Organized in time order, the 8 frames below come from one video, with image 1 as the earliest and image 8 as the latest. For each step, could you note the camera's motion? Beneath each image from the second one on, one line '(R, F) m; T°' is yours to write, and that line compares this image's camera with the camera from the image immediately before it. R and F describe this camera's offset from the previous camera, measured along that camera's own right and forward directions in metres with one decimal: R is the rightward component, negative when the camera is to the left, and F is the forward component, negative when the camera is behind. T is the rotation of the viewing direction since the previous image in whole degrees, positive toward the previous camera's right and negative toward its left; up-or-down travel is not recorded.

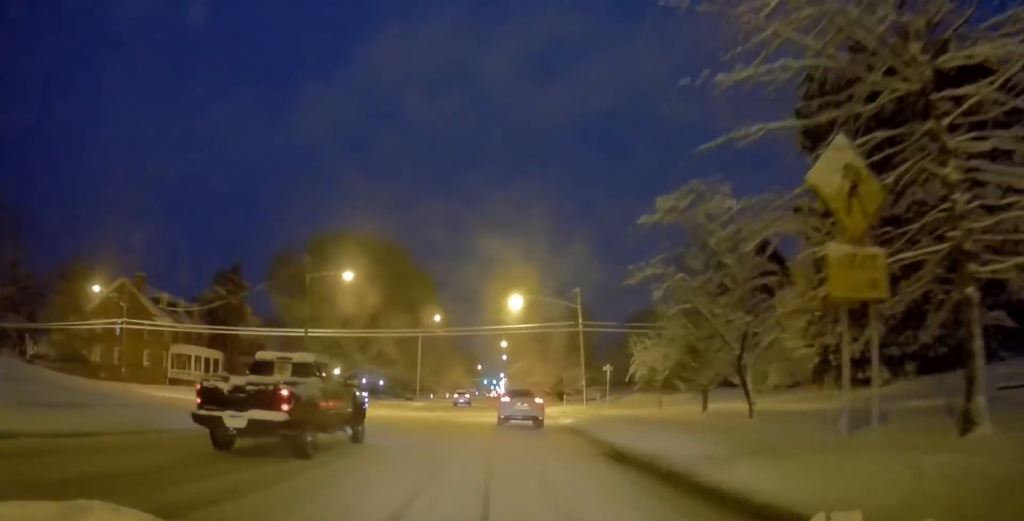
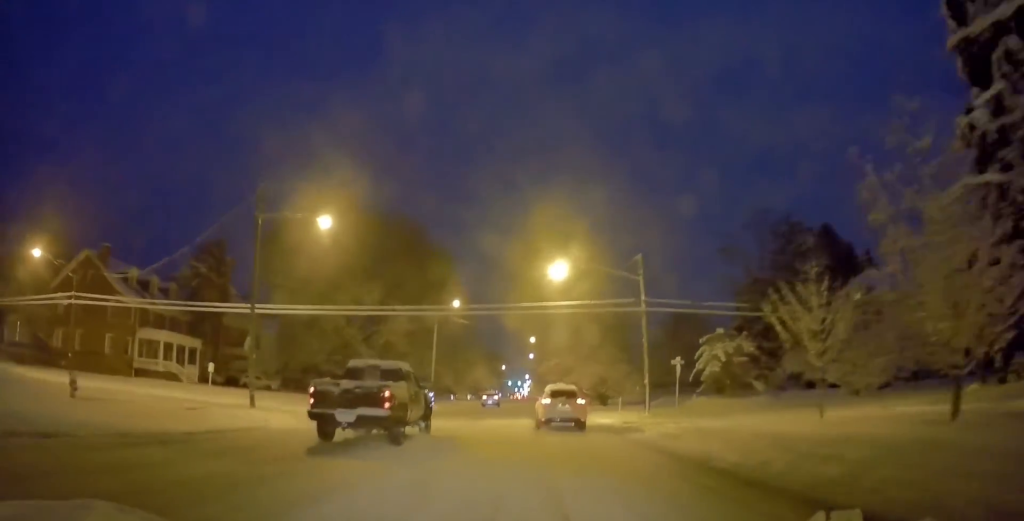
(0.0, +11.2) m; -2°
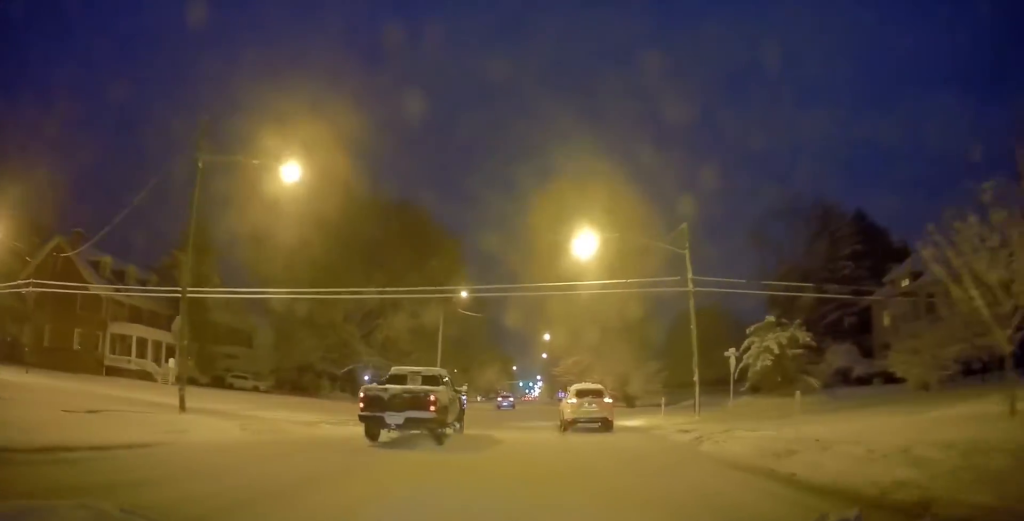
(-0.2, +6.3) m; -1°
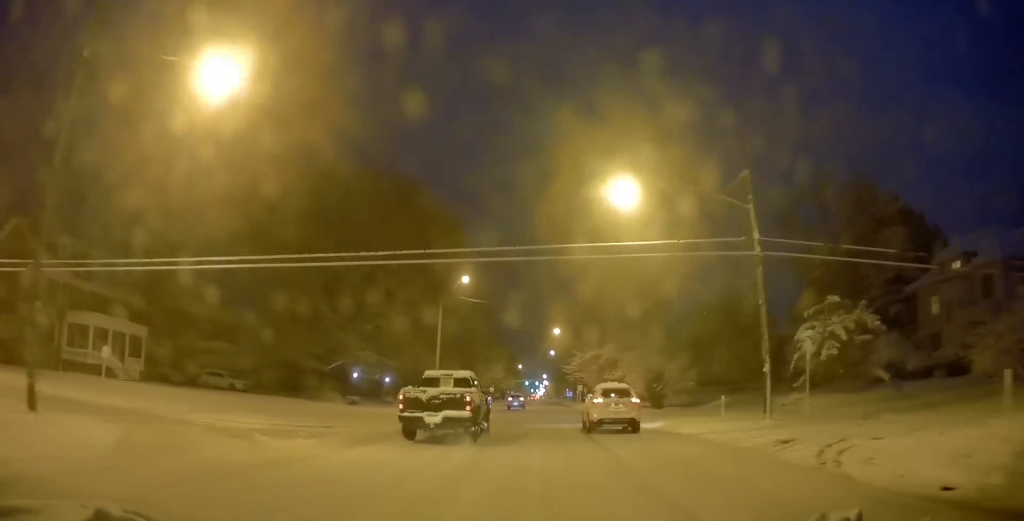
(-0.3, +6.4) m; -1°
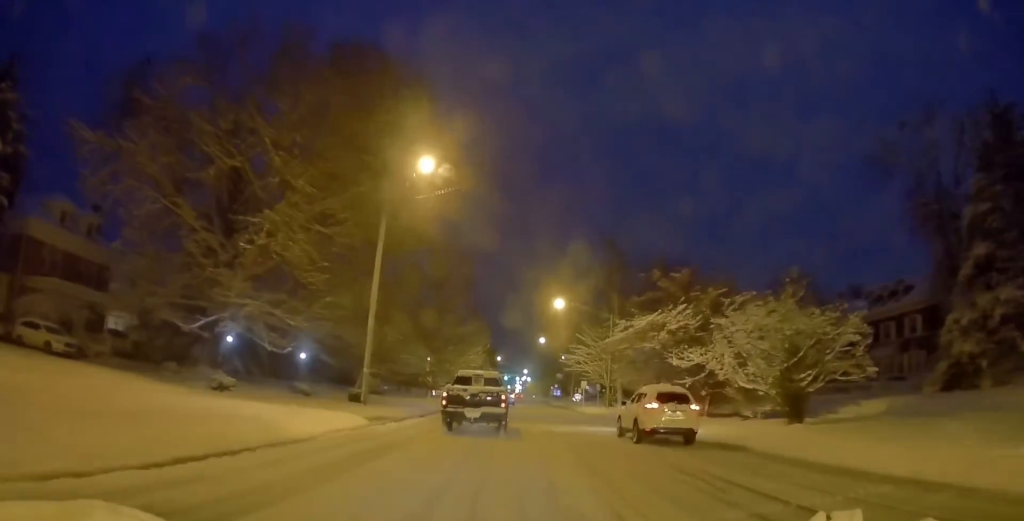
(+0.5, +21.6) m; +1°
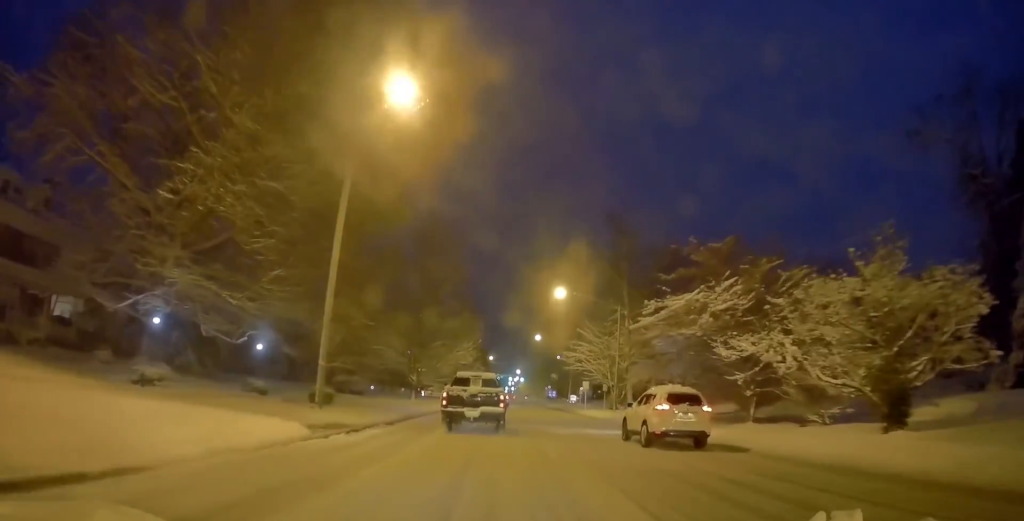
(-0.1, +6.5) m; 0°
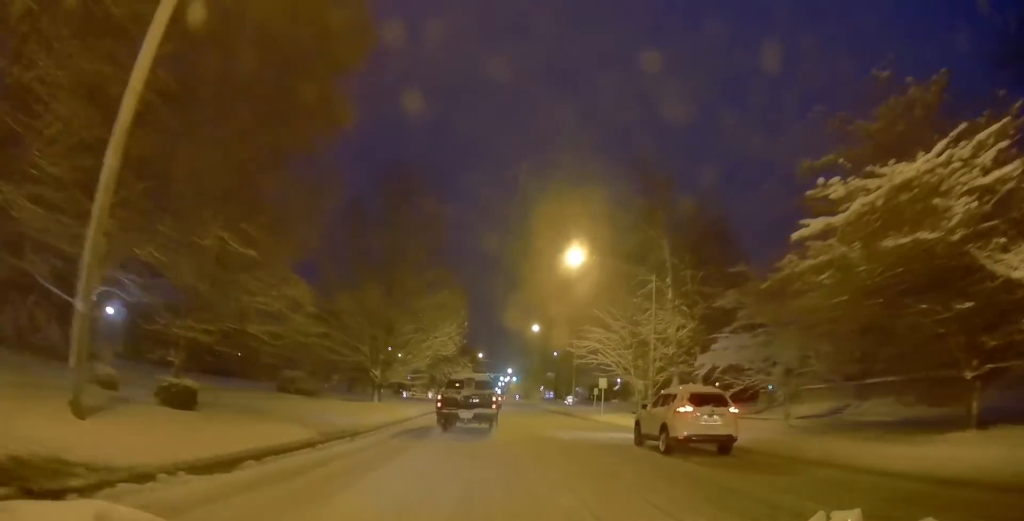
(0.0, +13.9) m; +2°
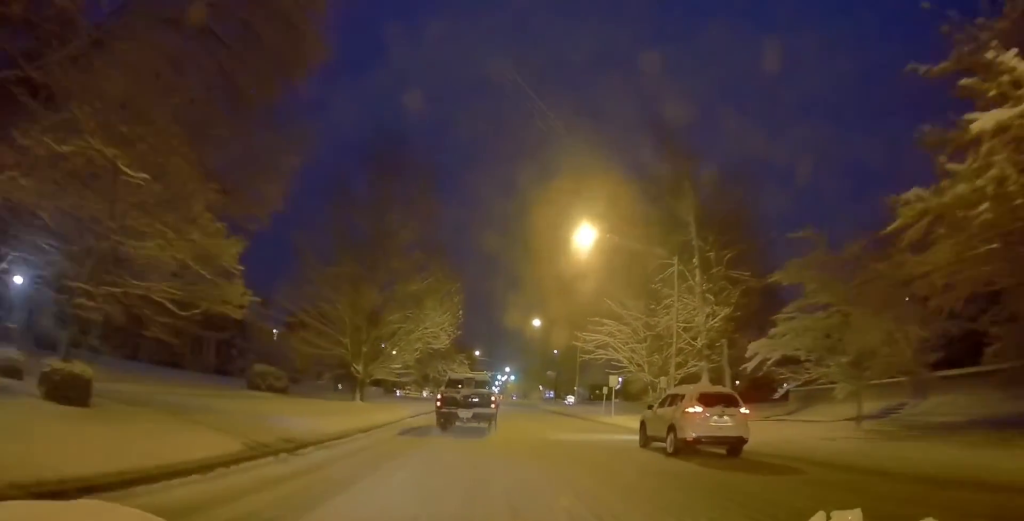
(0.0, +5.0) m; +1°
